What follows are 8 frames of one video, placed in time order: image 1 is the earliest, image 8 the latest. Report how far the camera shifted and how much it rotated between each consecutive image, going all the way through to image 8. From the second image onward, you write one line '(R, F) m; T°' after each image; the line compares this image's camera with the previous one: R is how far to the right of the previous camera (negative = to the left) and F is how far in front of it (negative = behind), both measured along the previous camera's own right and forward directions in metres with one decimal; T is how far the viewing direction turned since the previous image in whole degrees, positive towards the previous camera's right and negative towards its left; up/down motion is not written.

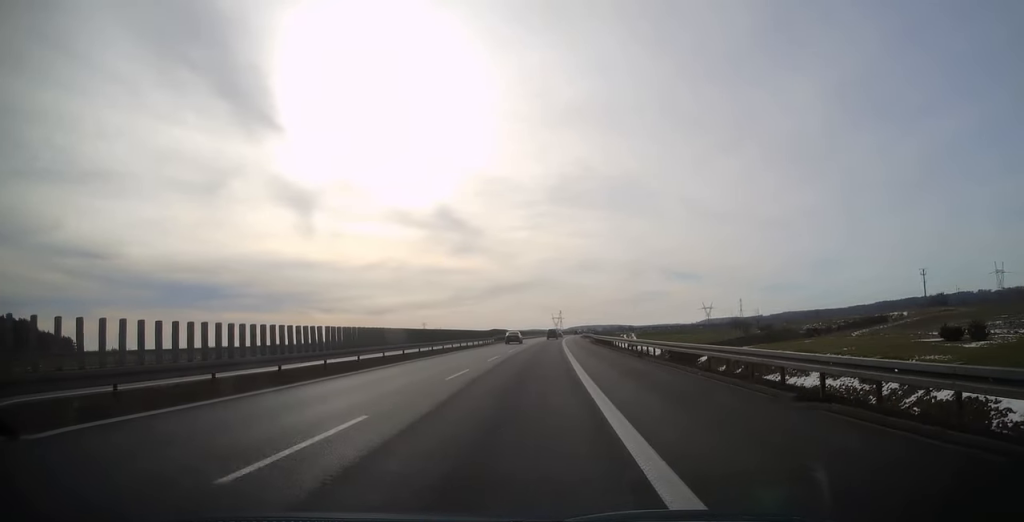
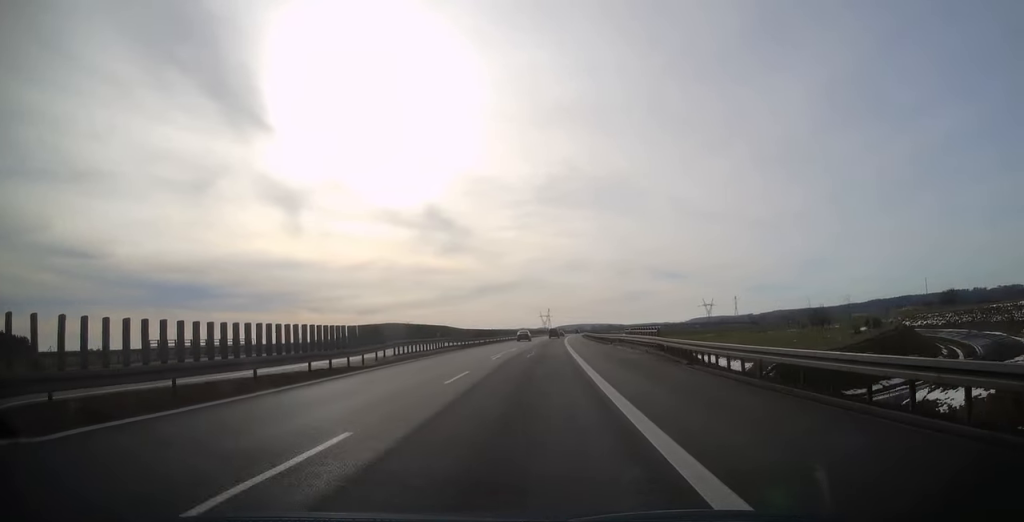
(+0.5, +50.1) m; +1°
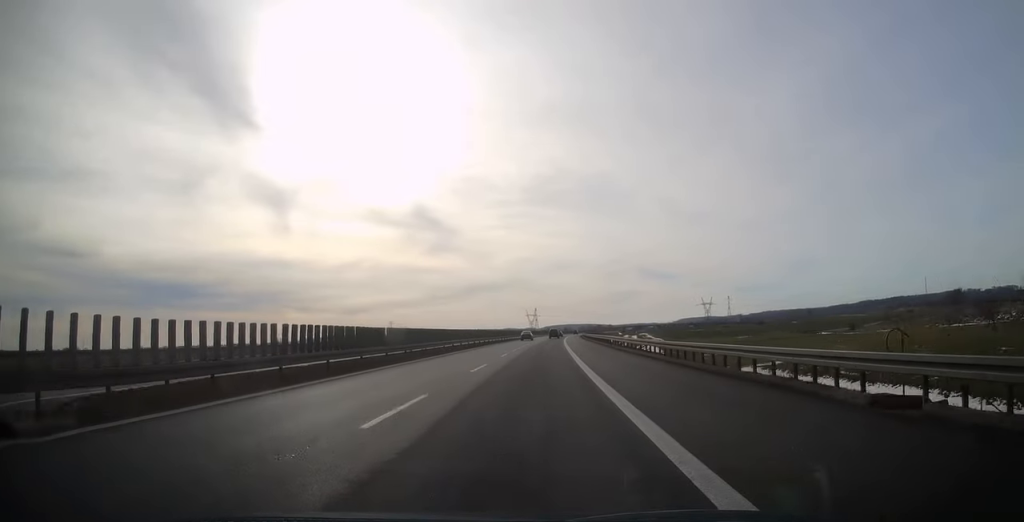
(+0.4, +43.5) m; +1°
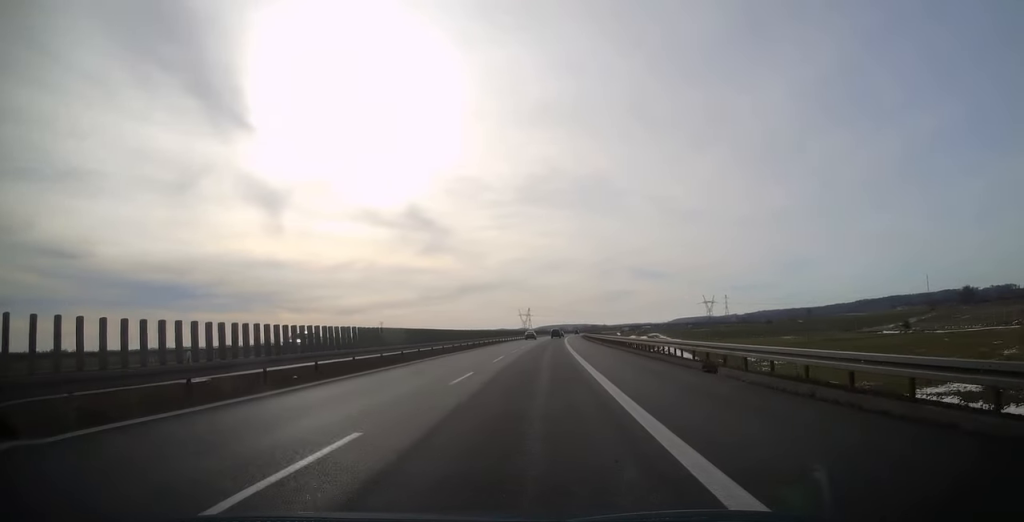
(+0.2, +29.1) m; +1°
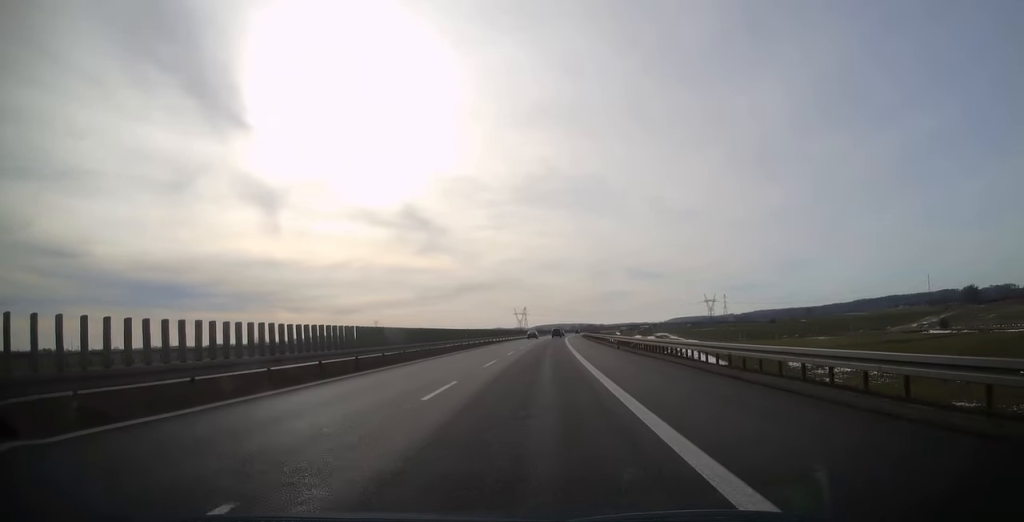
(+0.1, +15.8) m; 0°
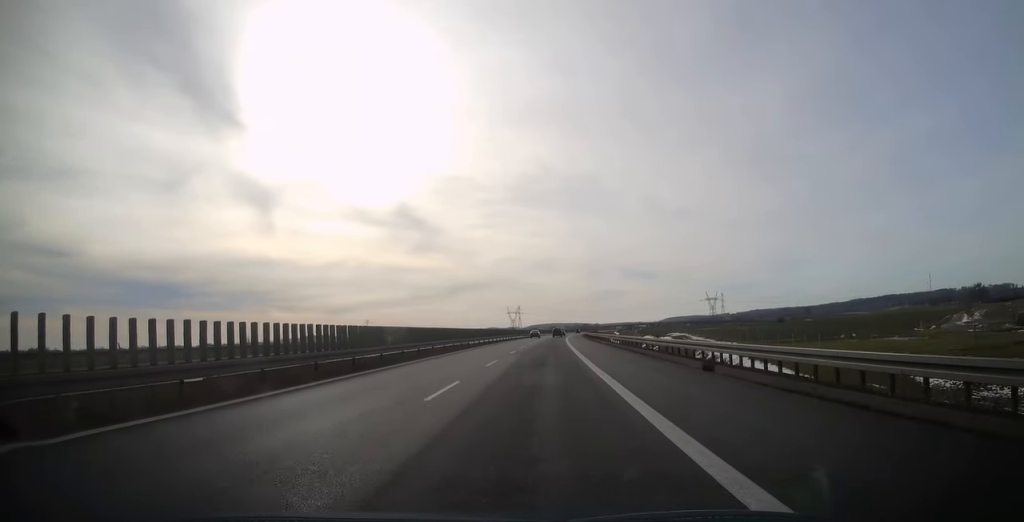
(+0.1, +24.5) m; +1°
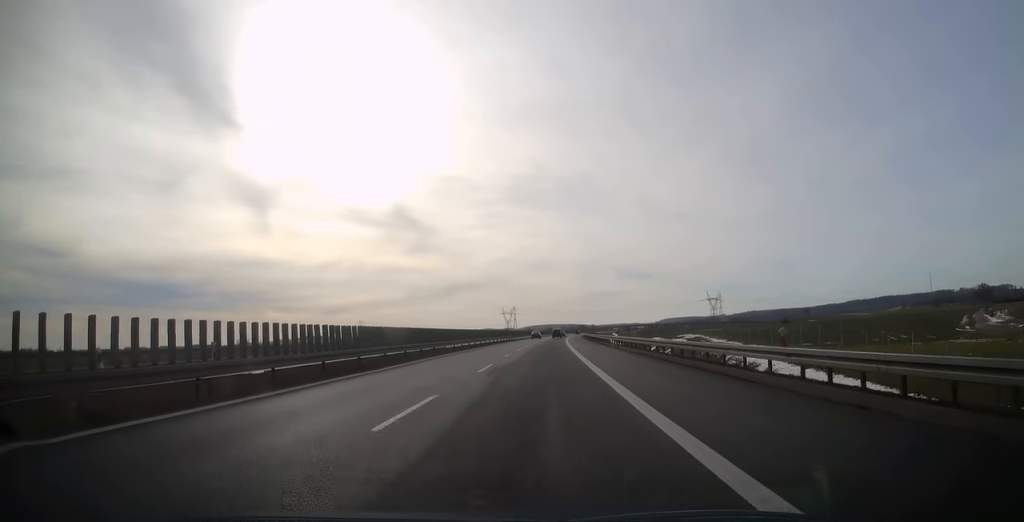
(0.0, +15.3) m; 0°
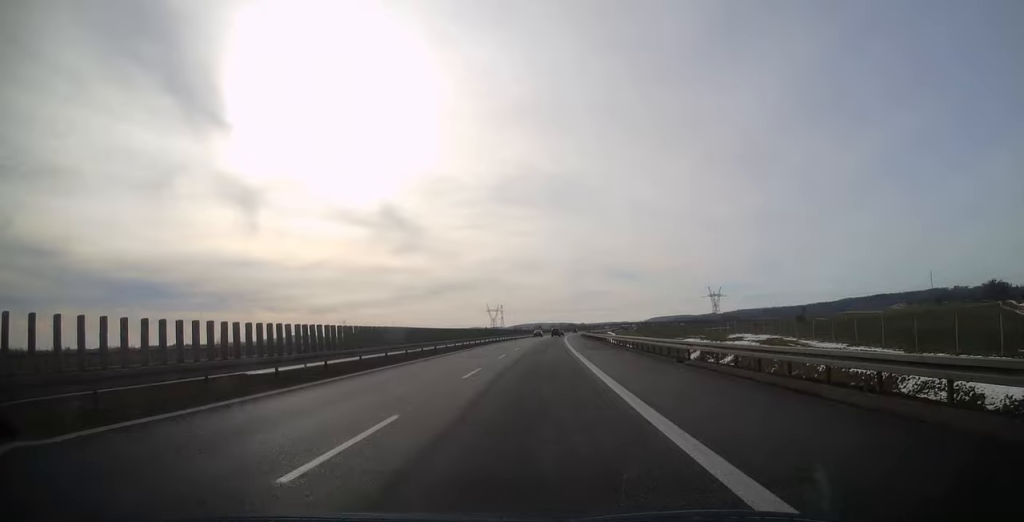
(+0.5, +39.3) m; +1°
